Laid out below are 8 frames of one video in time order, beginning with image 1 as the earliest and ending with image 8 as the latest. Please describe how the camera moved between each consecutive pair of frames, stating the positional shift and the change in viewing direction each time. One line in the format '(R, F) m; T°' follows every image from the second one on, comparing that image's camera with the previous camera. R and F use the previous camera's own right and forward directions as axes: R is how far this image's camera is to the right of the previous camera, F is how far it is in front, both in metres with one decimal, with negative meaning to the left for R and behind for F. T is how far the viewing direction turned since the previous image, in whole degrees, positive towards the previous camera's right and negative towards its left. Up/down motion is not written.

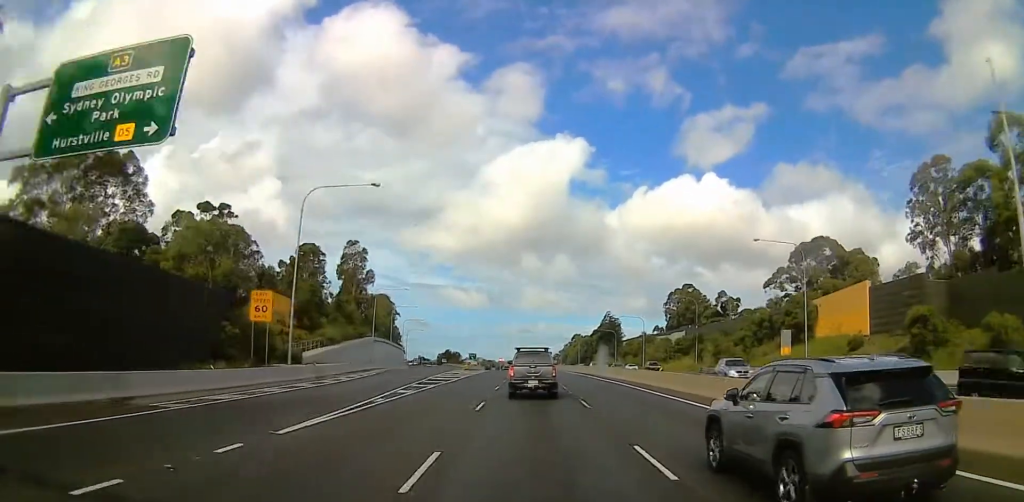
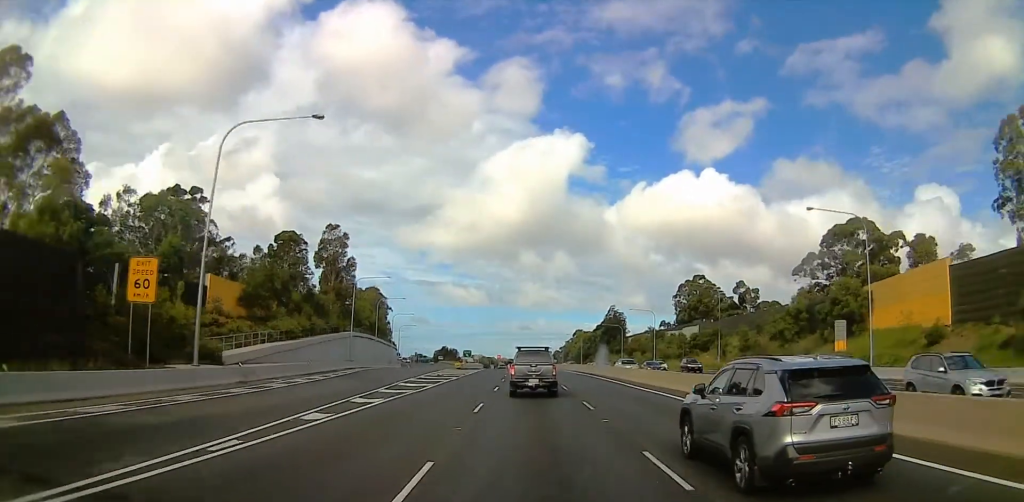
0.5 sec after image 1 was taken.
(0.0, +13.2) m; 0°
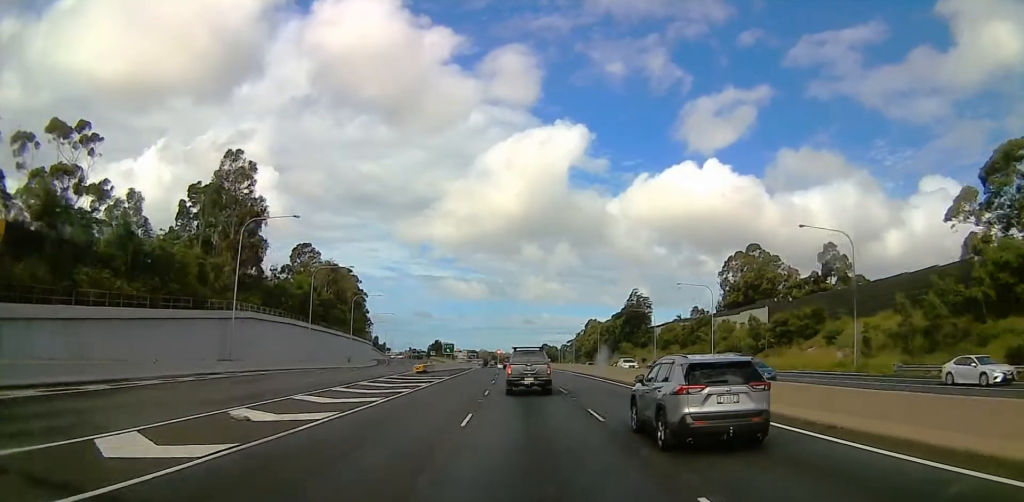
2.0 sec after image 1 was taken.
(0.0, +38.6) m; -1°
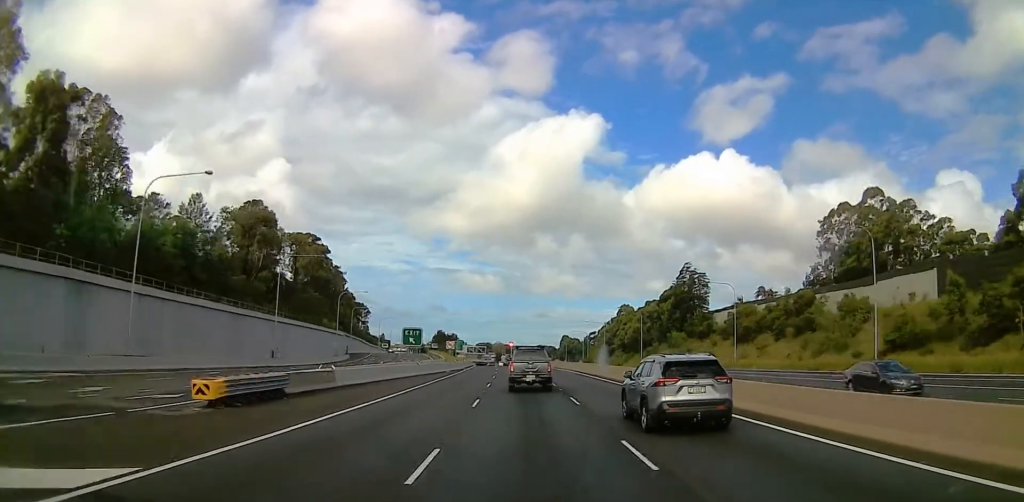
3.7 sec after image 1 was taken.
(-1.1, +42.6) m; -2°
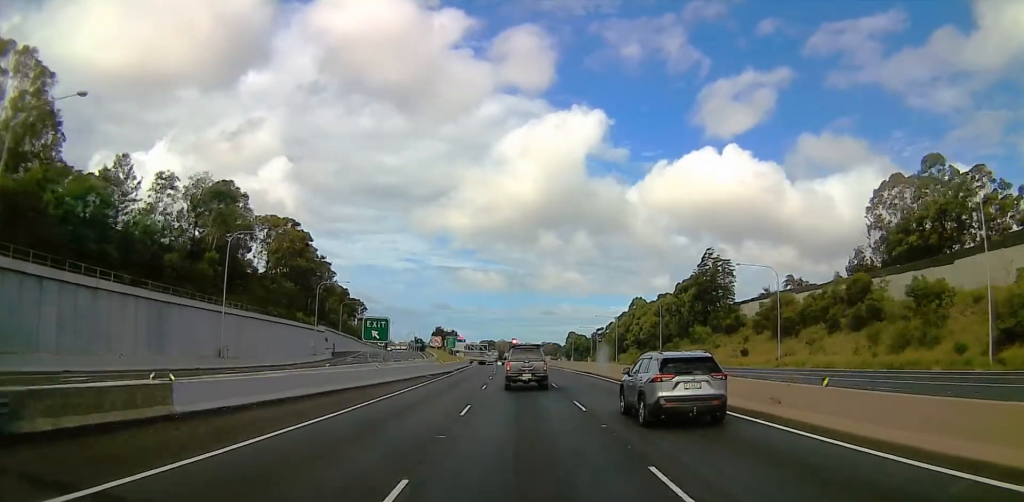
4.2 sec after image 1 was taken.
(0.0, +15.4) m; 0°
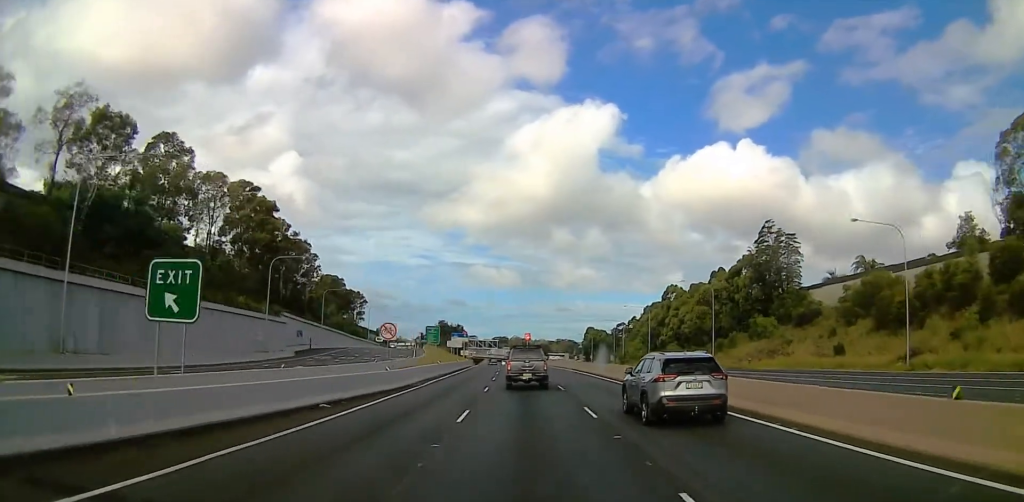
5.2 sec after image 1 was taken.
(+0.3, +25.6) m; 0°
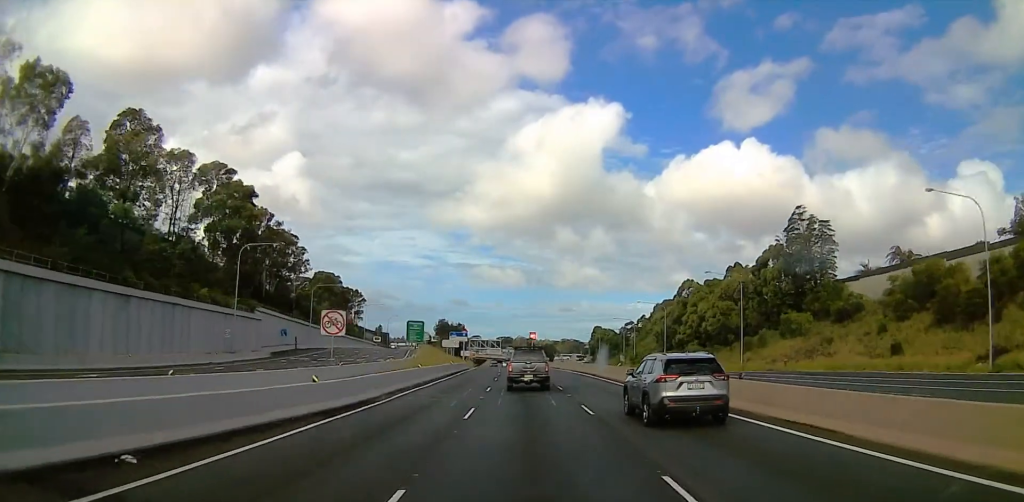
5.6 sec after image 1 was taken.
(0.0, +10.9) m; 0°
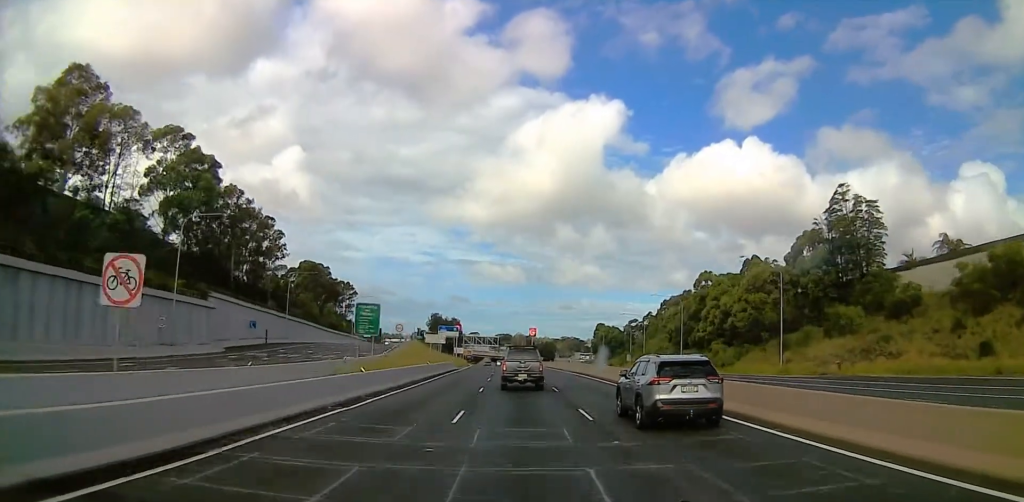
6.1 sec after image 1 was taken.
(0.0, +14.0) m; -1°
